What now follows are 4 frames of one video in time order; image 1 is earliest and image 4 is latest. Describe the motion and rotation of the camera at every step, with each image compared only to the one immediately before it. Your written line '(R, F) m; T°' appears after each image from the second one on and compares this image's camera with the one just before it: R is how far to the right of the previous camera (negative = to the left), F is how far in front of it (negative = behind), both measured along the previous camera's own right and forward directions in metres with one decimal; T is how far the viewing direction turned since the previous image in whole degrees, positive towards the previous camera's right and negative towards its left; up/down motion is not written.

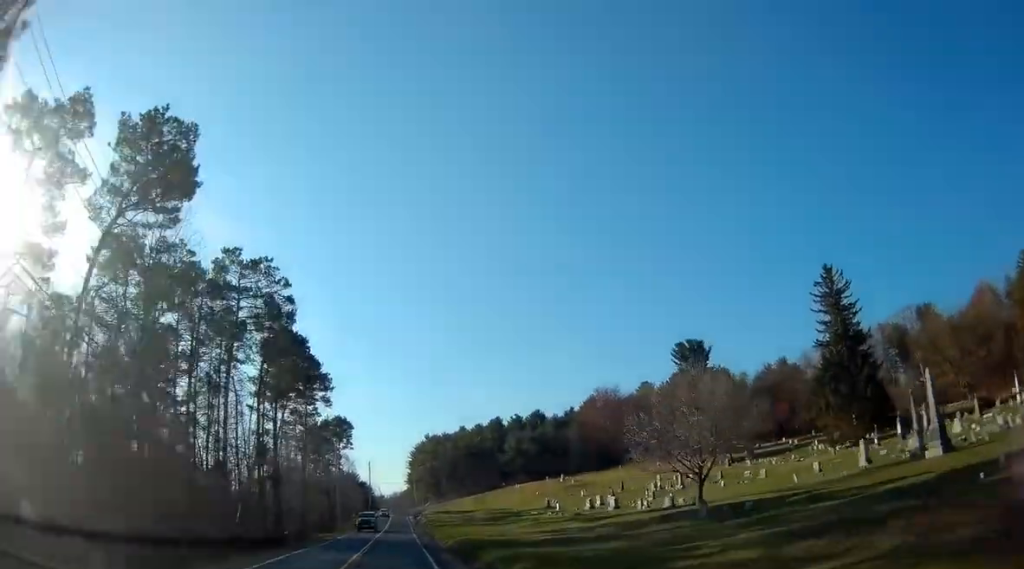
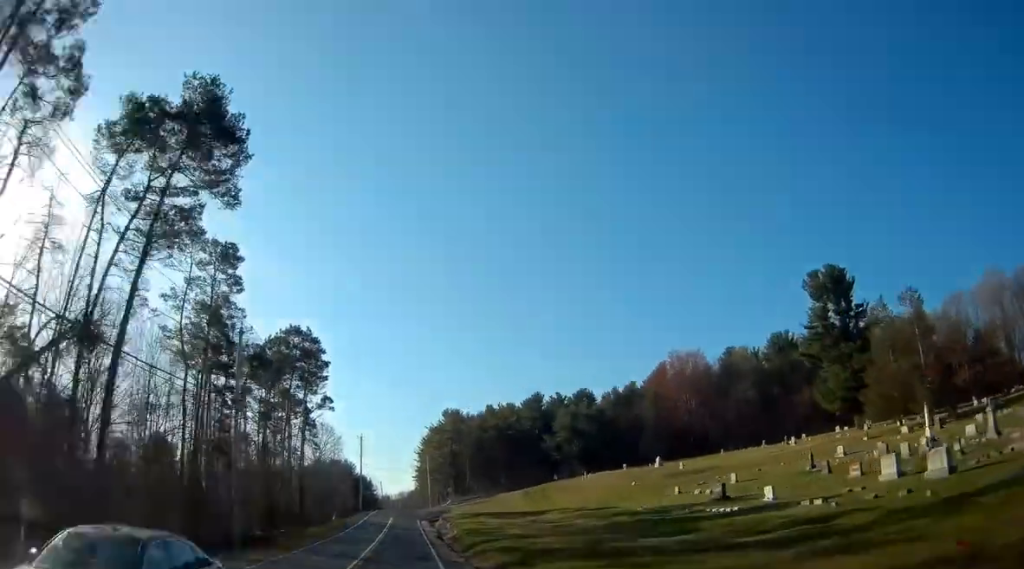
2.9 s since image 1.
(+0.4, +49.8) m; +1°
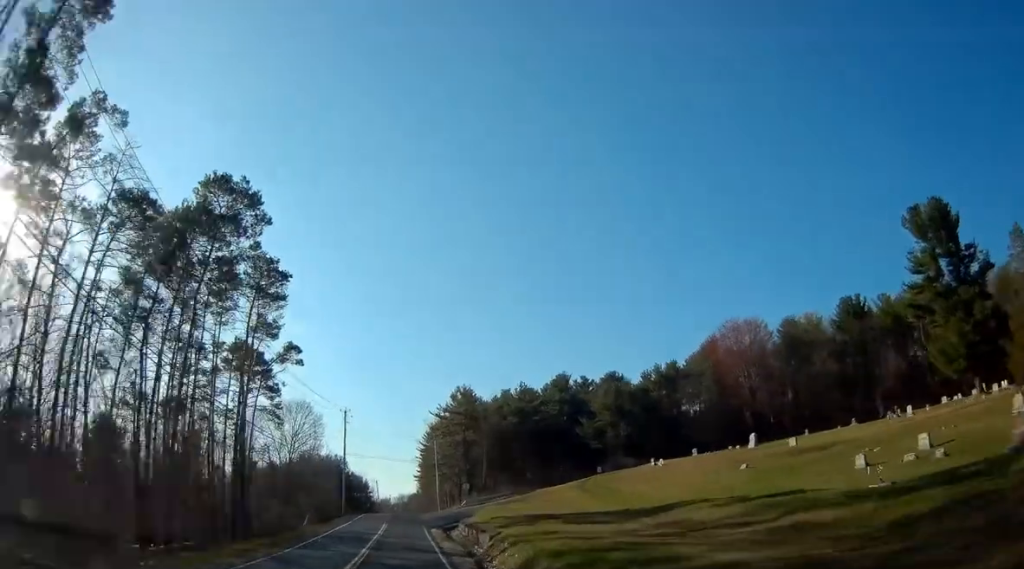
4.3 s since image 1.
(0.0, +26.3) m; -1°
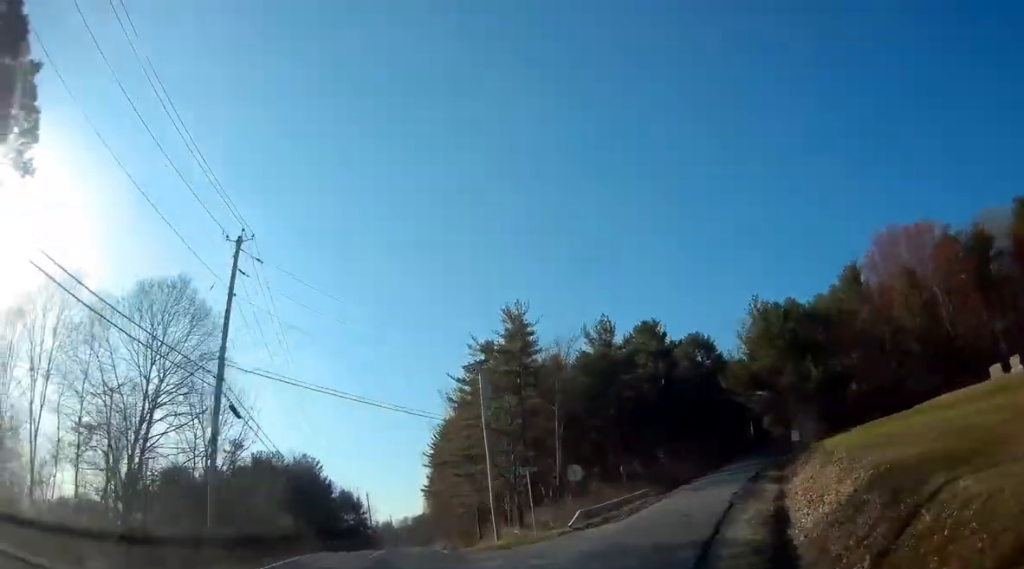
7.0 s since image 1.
(-0.2, +48.2) m; 0°
